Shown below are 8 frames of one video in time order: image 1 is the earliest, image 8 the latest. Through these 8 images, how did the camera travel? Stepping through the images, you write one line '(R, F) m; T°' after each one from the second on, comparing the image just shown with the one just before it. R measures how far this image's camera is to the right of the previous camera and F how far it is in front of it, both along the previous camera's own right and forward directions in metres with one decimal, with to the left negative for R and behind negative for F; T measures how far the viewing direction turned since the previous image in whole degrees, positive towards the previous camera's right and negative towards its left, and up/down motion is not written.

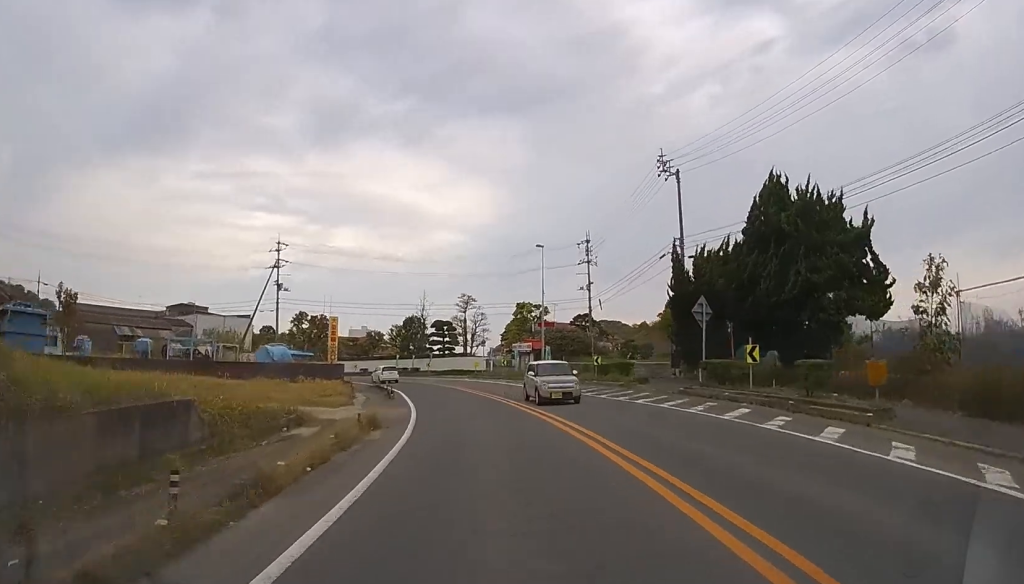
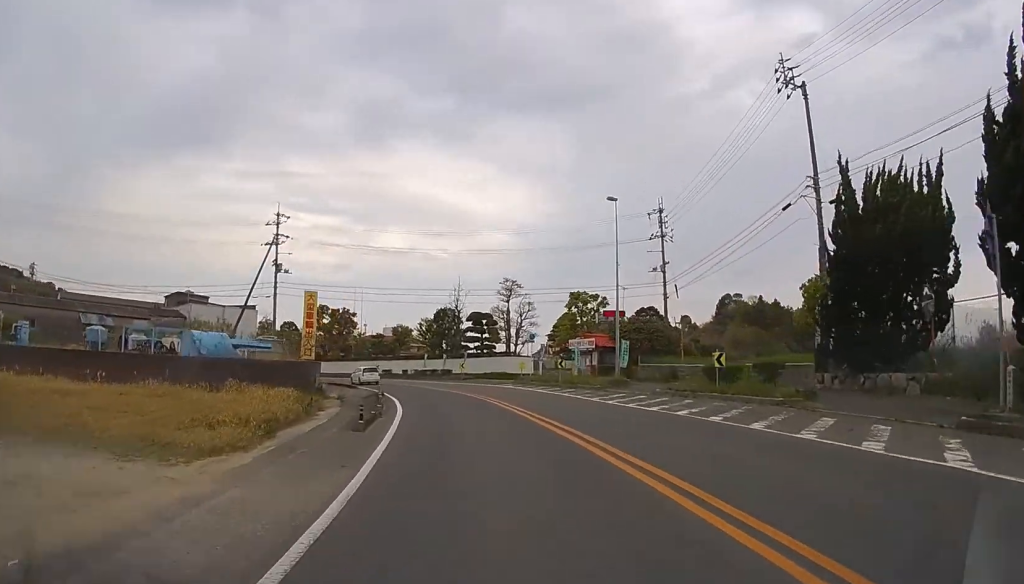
(0.0, +12.9) m; -4°
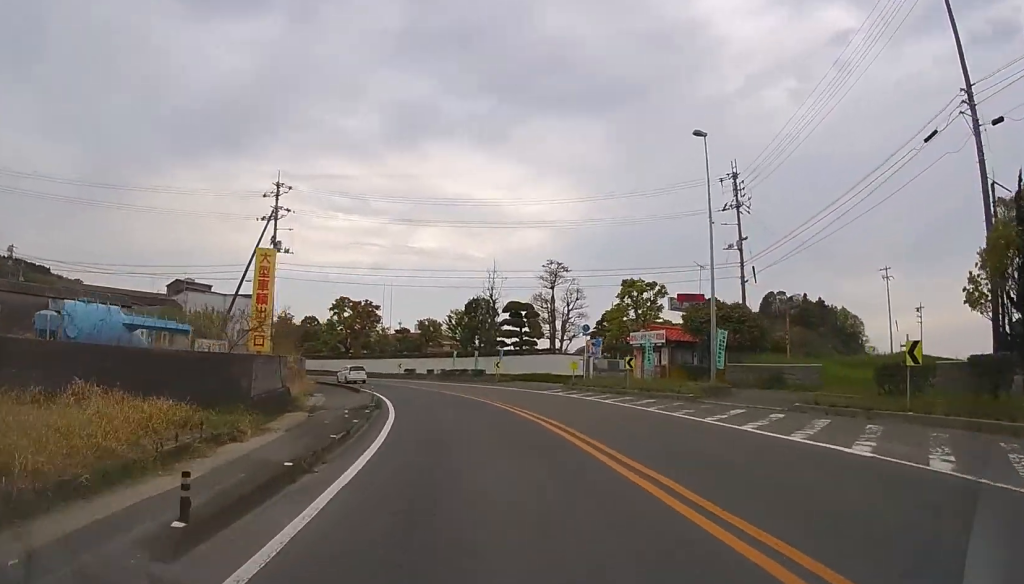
(-0.2, +8.9) m; -8°
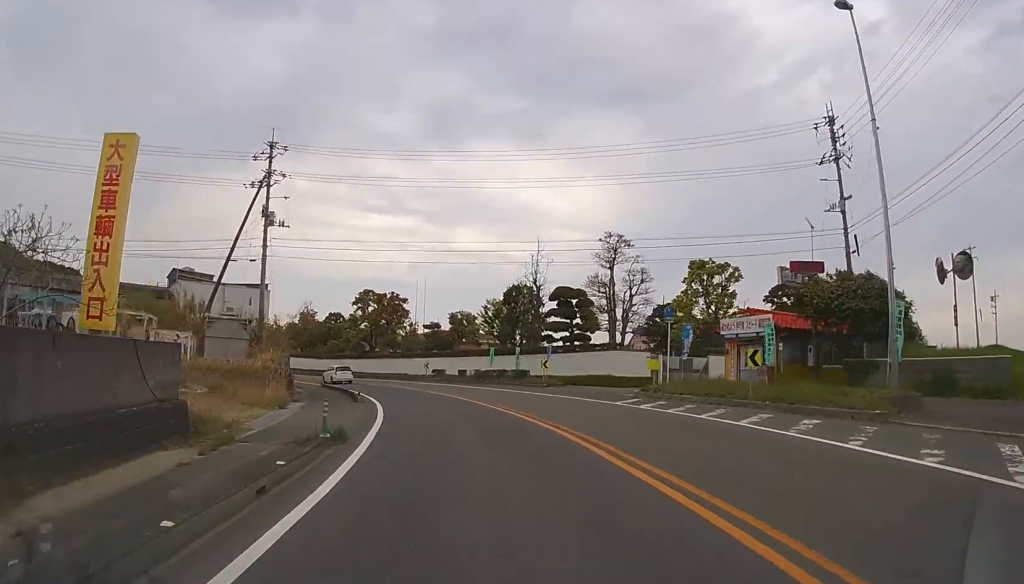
(-0.3, +8.4) m; -12°
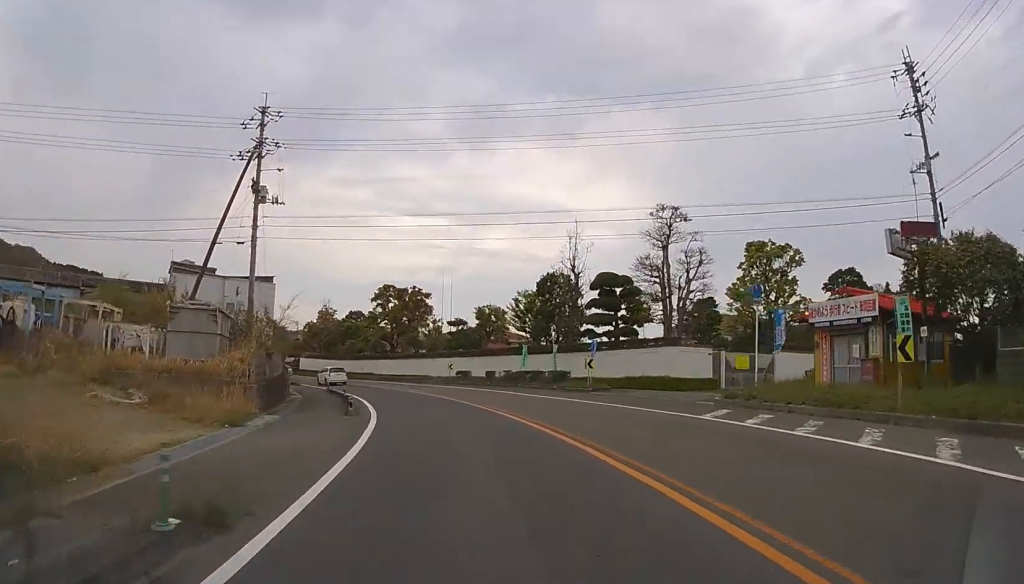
(-0.7, +5.9) m; -7°
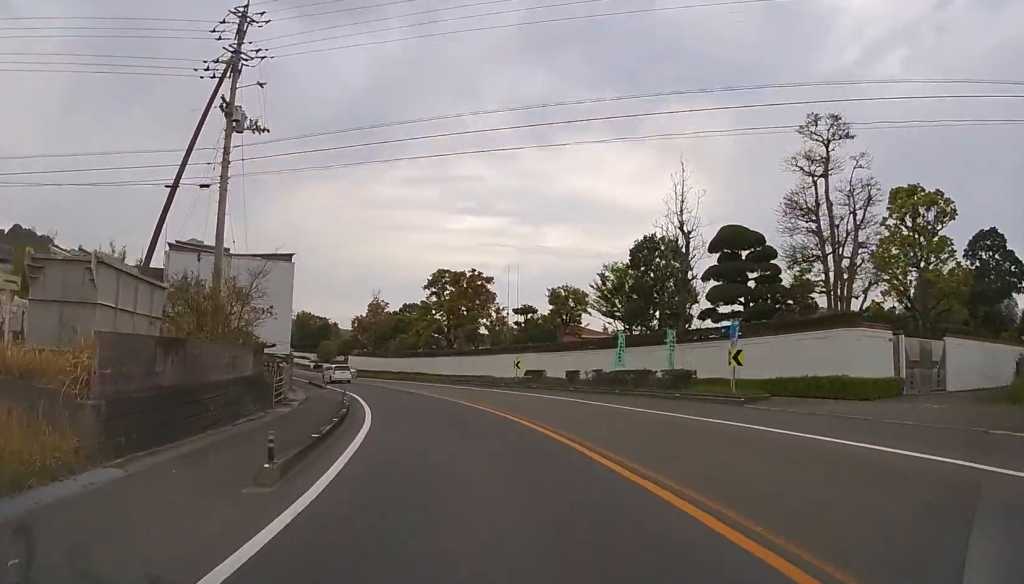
(-1.6, +10.1) m; -9°
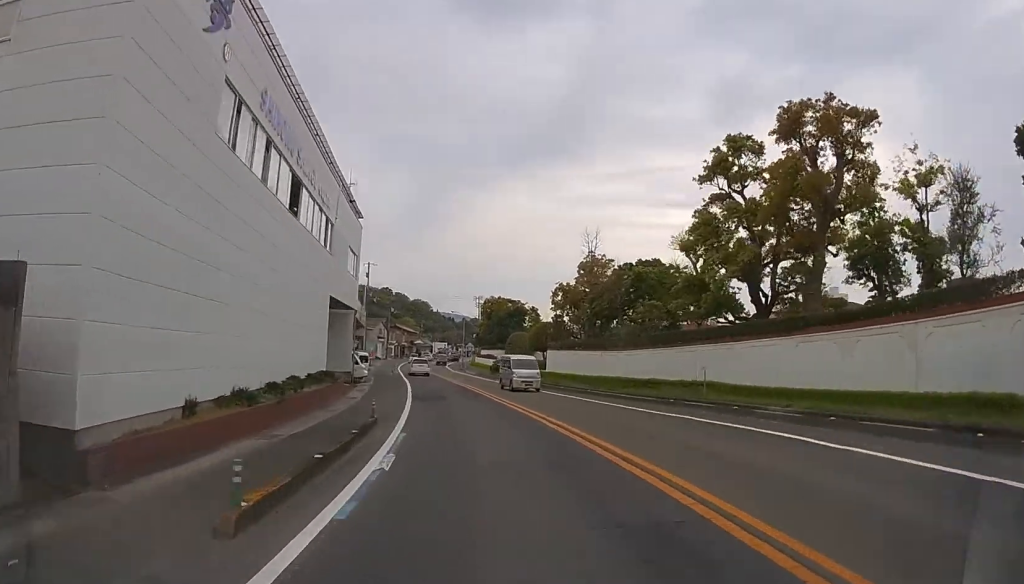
(0.0, +33.3) m; 0°
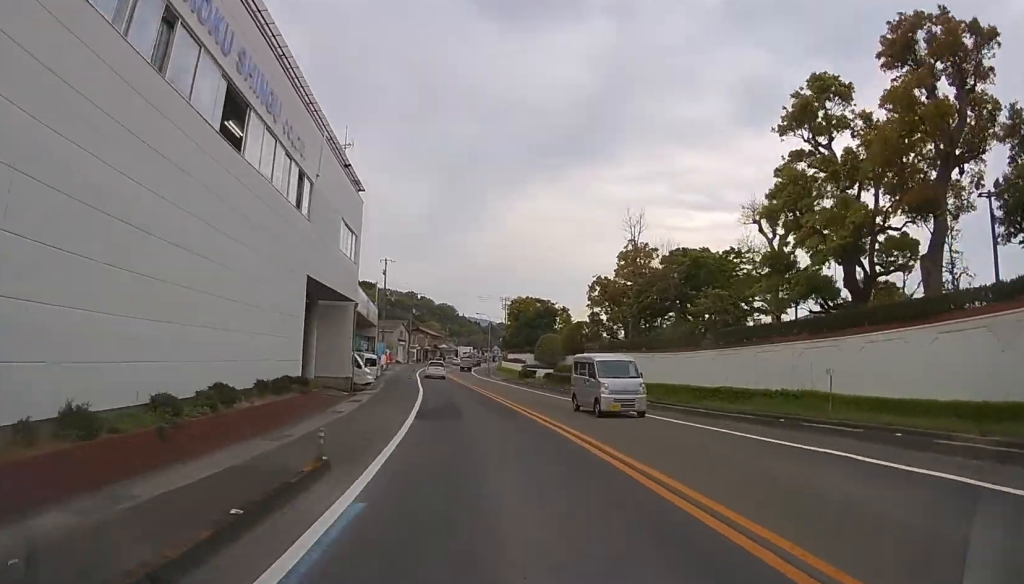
(0.0, +5.6) m; 0°
